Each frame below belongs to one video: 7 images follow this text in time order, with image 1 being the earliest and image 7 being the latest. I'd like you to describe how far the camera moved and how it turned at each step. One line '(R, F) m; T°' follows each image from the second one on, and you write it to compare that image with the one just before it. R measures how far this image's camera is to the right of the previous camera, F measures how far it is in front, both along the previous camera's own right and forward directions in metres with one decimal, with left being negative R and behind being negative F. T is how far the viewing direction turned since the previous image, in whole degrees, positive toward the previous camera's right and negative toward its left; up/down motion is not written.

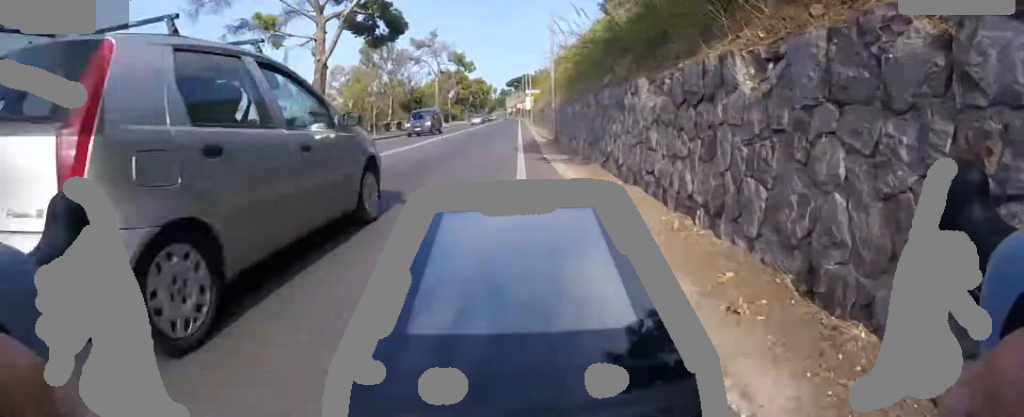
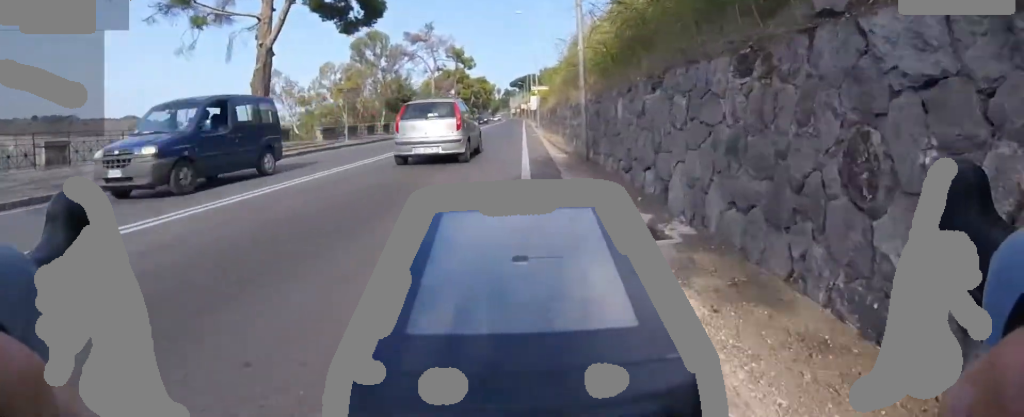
(-0.1, +5.7) m; -6°
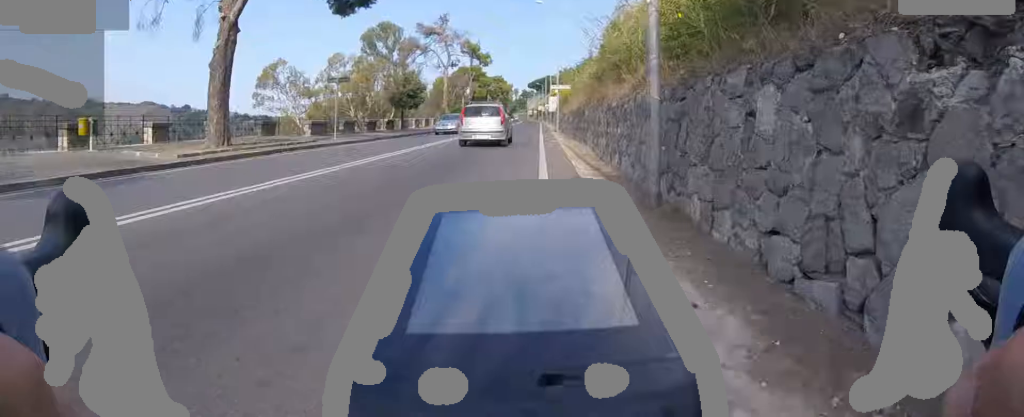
(-0.8, +3.4) m; 0°
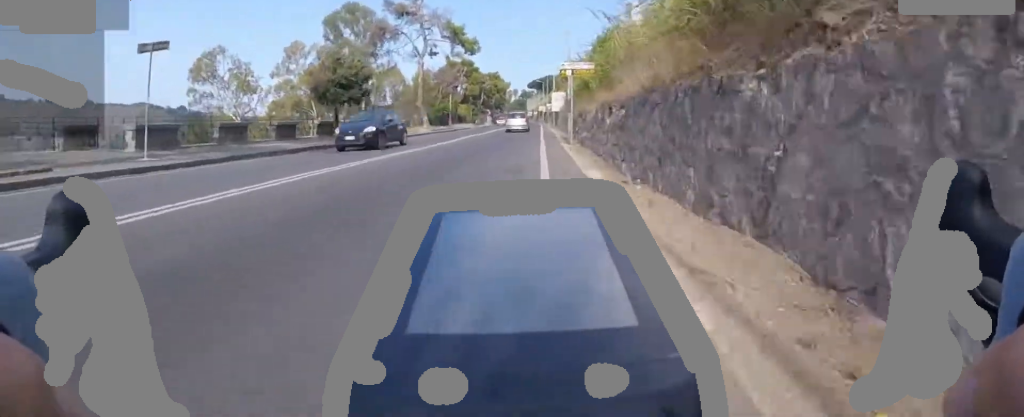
(+1.6, +11.6) m; +8°
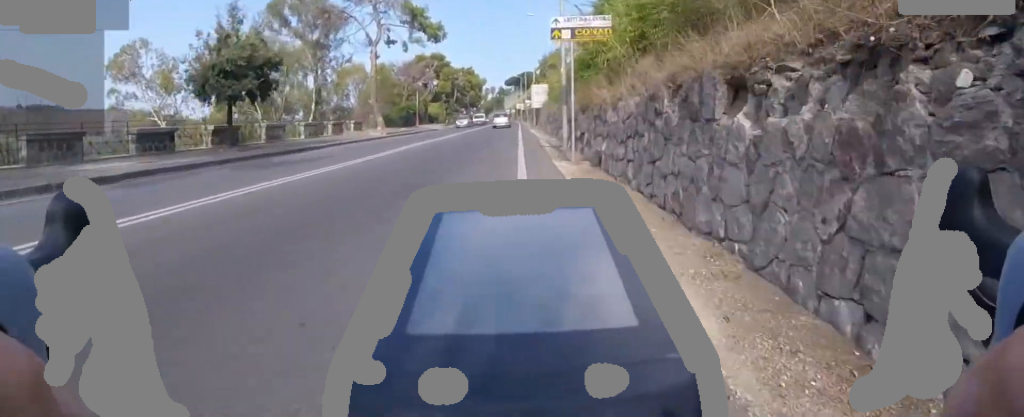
(+0.3, +7.3) m; -12°
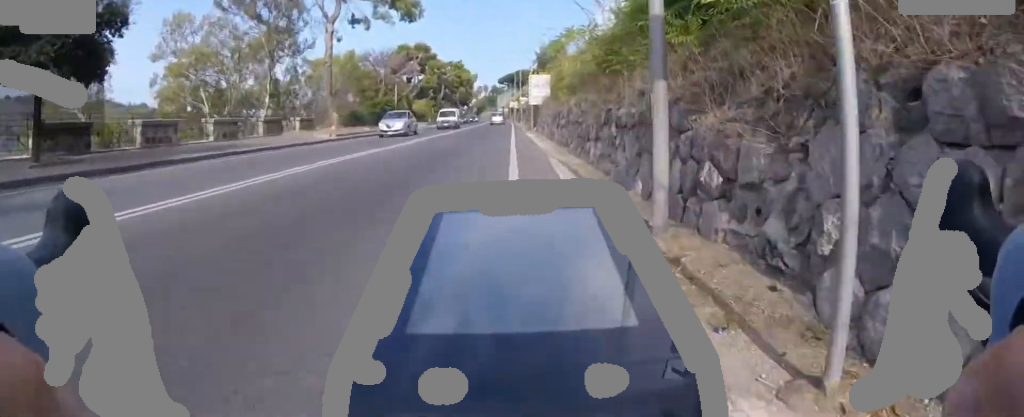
(-1.2, +7.7) m; +4°
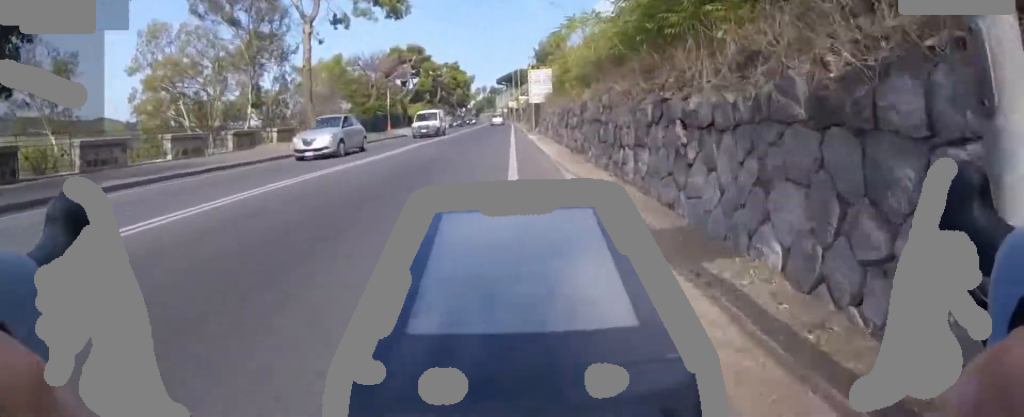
(+0.5, +2.7) m; +7°
